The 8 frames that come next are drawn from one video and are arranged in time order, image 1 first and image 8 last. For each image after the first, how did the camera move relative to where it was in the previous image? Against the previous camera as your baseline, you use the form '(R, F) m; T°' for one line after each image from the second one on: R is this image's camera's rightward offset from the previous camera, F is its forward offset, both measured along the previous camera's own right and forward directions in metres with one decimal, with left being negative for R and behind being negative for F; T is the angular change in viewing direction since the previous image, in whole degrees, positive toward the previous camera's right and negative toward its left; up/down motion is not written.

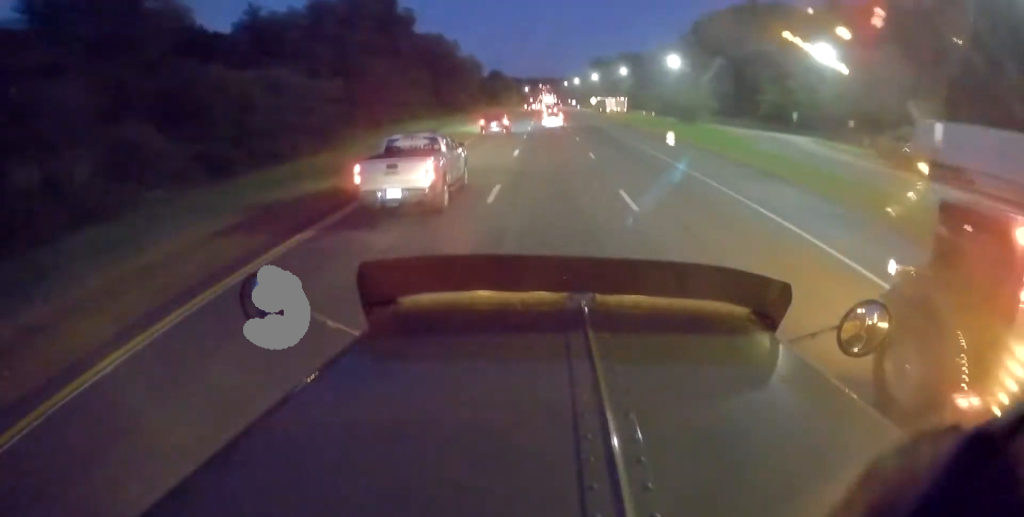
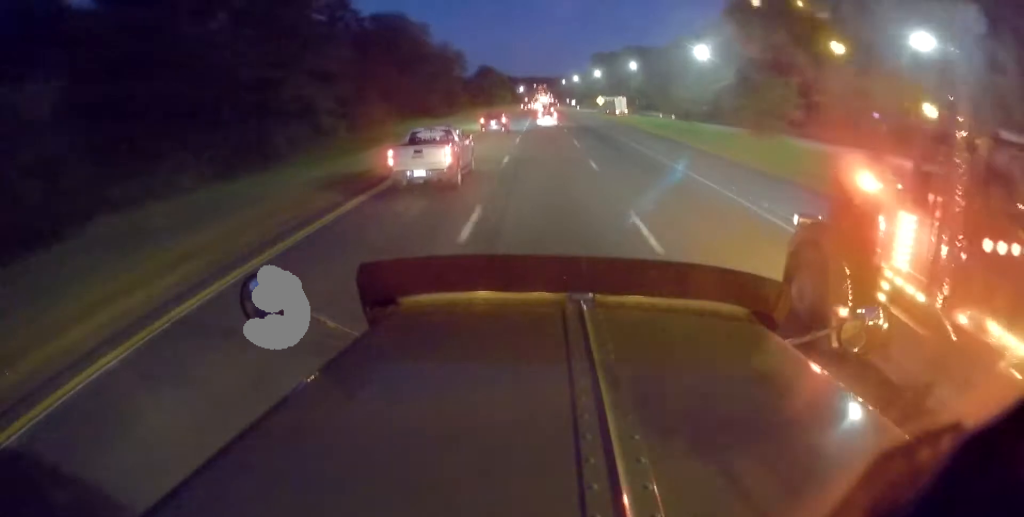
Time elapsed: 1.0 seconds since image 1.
(+0.3, +27.5) m; +1°
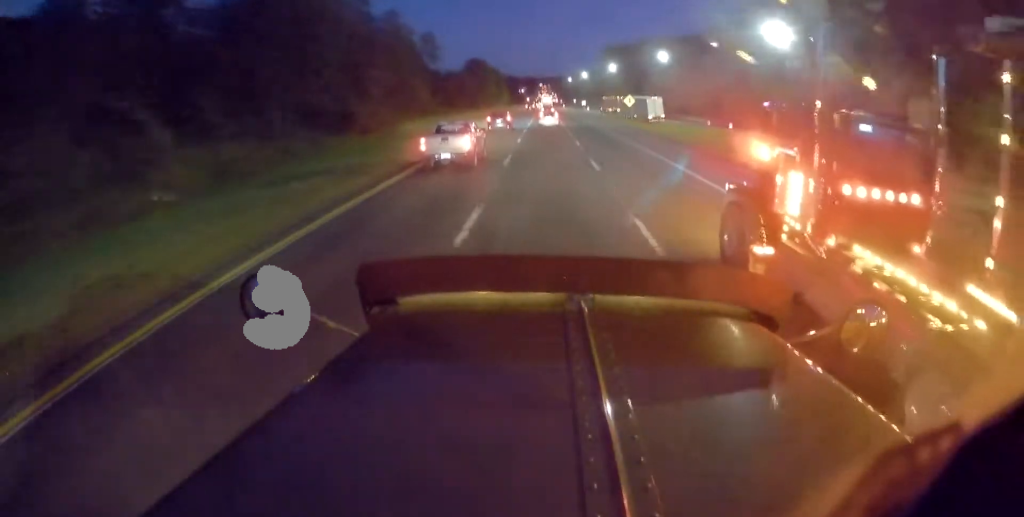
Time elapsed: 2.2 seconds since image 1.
(+0.3, +37.4) m; 0°
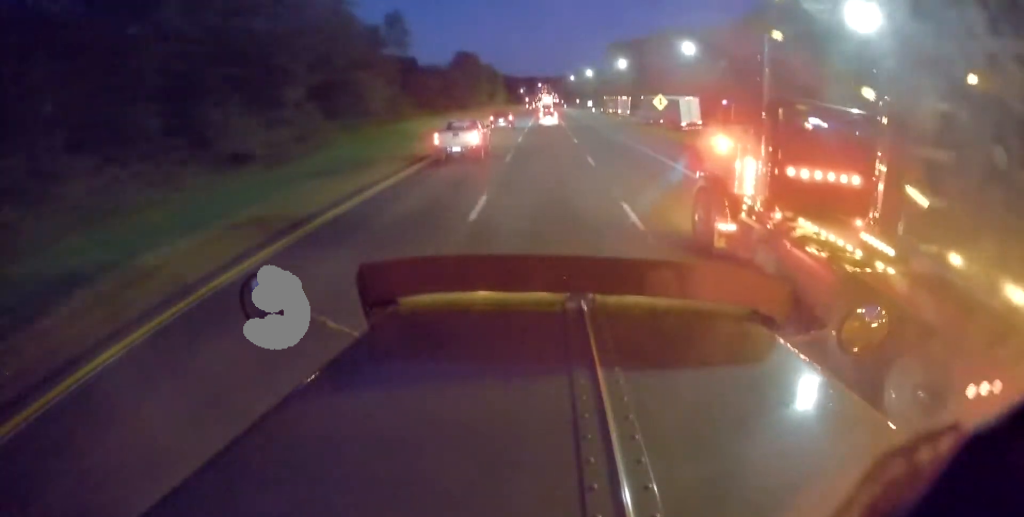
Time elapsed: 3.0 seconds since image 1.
(-0.2, +22.6) m; -1°
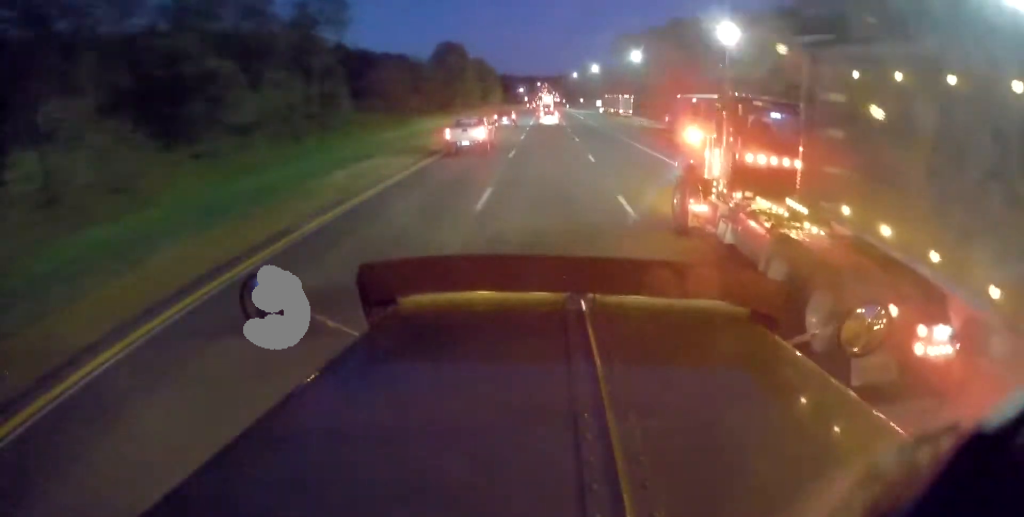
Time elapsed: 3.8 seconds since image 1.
(-0.4, +23.6) m; -1°
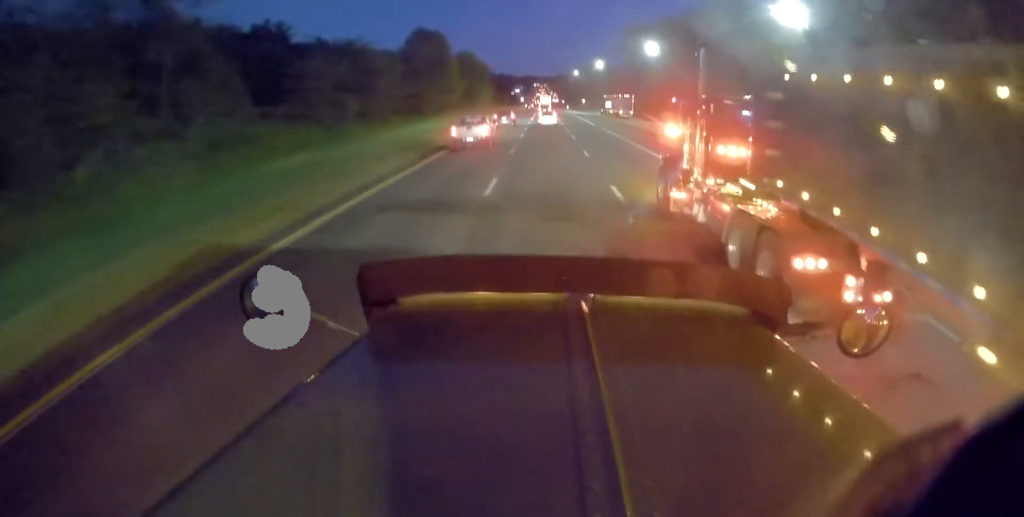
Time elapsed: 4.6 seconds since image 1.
(-0.2, +22.6) m; 0°
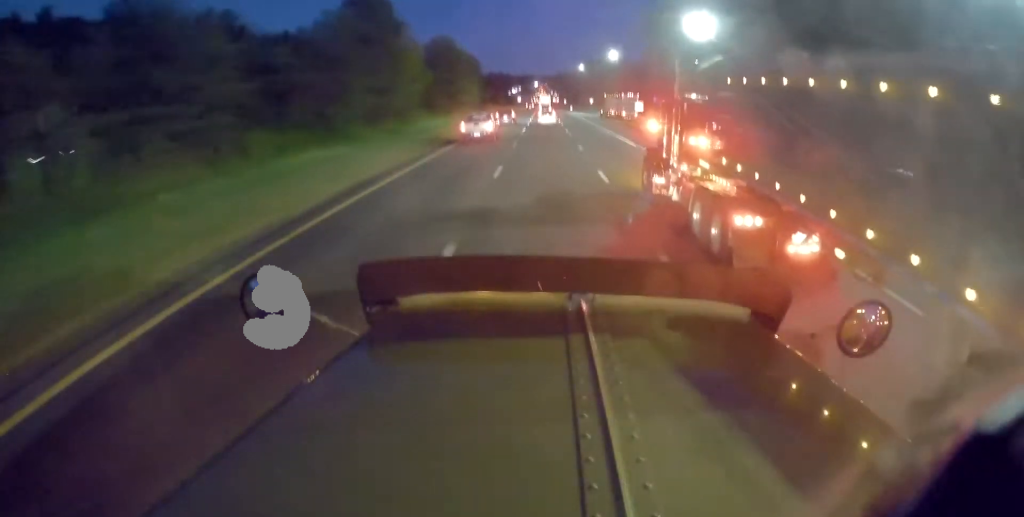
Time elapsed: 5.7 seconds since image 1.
(+0.5, +32.9) m; +1°
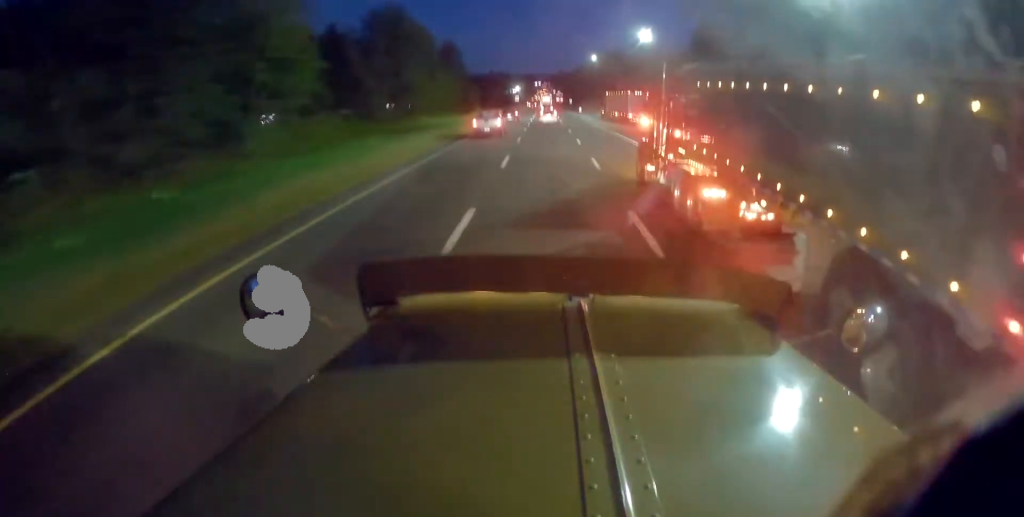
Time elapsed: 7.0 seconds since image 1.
(-0.2, +39.4) m; 0°
